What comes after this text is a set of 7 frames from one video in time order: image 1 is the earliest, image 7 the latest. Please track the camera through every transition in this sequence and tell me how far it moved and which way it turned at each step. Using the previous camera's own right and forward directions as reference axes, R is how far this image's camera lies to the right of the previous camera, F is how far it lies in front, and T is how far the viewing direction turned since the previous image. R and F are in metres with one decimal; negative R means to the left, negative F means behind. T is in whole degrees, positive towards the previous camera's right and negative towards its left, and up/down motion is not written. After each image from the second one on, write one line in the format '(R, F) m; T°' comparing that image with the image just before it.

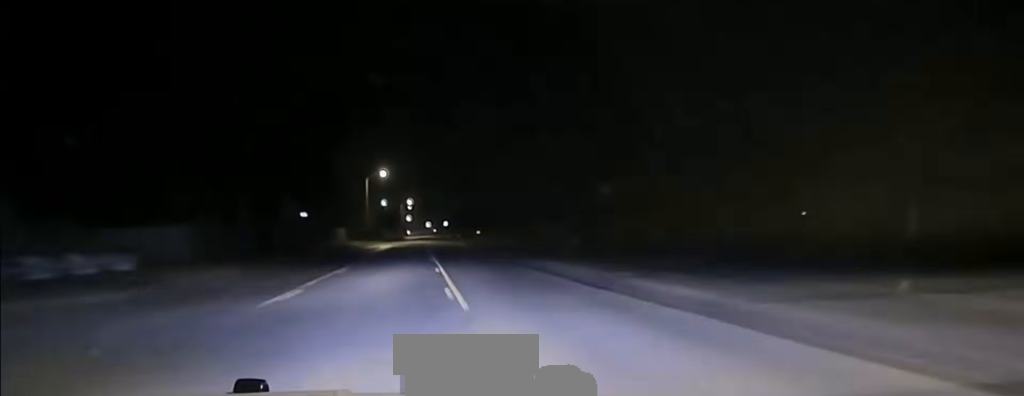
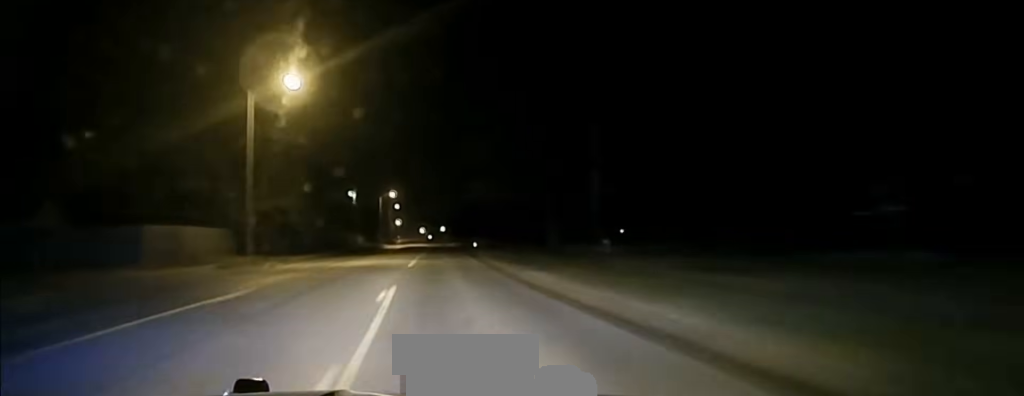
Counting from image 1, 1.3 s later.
(+0.6, +64.2) m; +1°
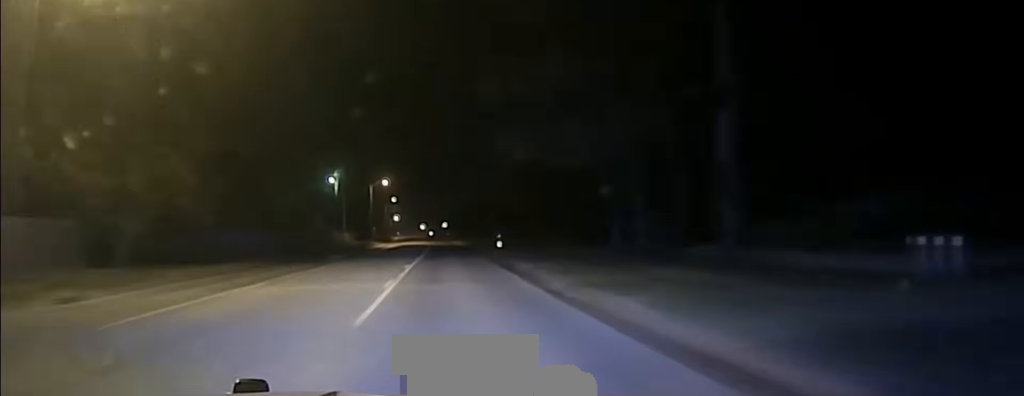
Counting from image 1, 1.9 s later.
(0.0, +24.7) m; 0°
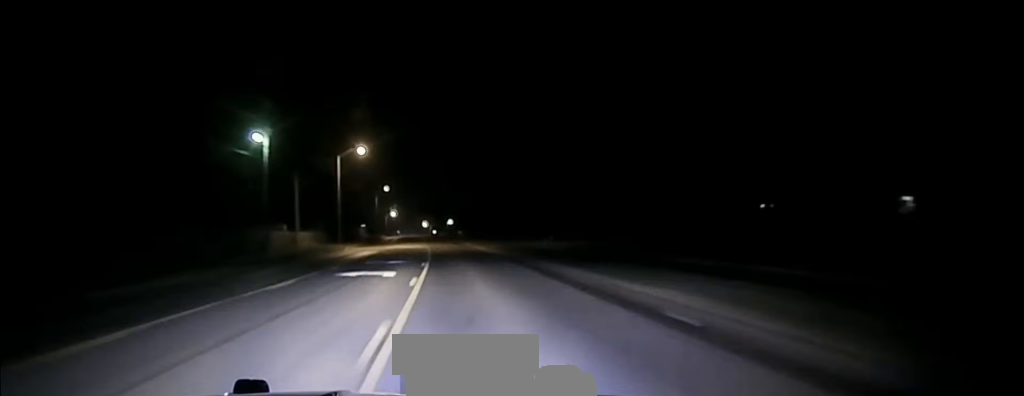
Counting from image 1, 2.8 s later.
(0.0, +50.2) m; 0°
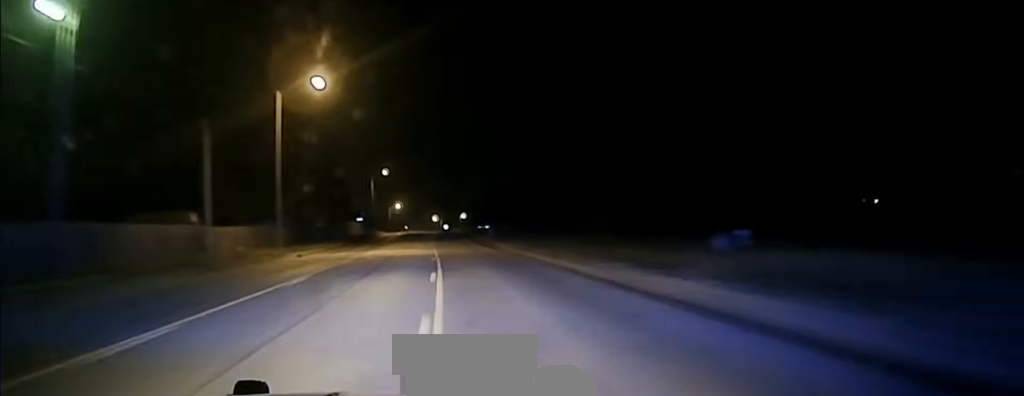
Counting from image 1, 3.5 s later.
(-0.2, +38.9) m; -1°
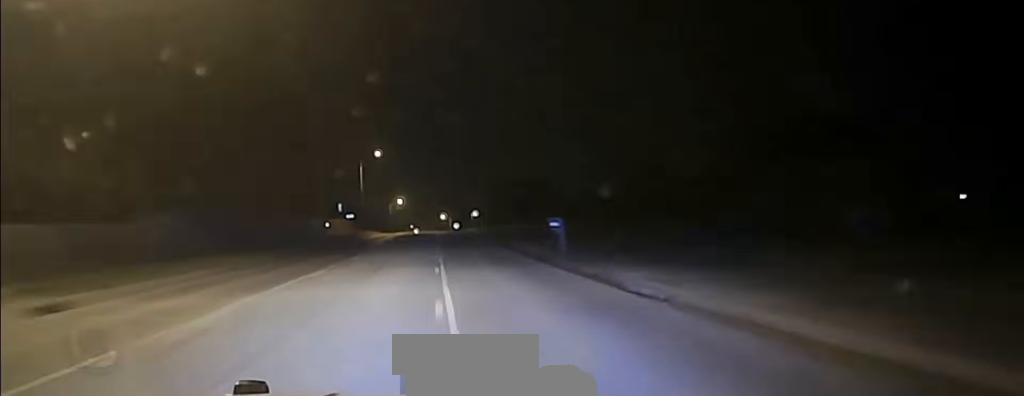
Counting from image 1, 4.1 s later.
(-0.2, +36.6) m; -1°
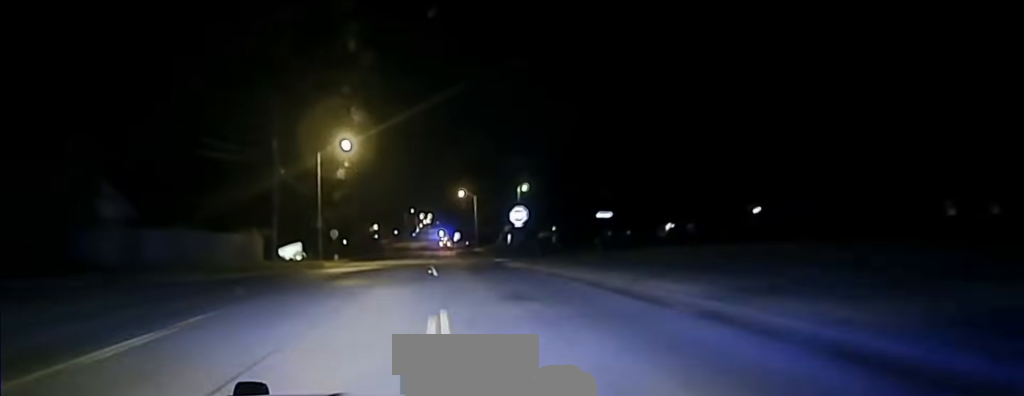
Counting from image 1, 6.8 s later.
(-0.5, +122.4) m; -1°
